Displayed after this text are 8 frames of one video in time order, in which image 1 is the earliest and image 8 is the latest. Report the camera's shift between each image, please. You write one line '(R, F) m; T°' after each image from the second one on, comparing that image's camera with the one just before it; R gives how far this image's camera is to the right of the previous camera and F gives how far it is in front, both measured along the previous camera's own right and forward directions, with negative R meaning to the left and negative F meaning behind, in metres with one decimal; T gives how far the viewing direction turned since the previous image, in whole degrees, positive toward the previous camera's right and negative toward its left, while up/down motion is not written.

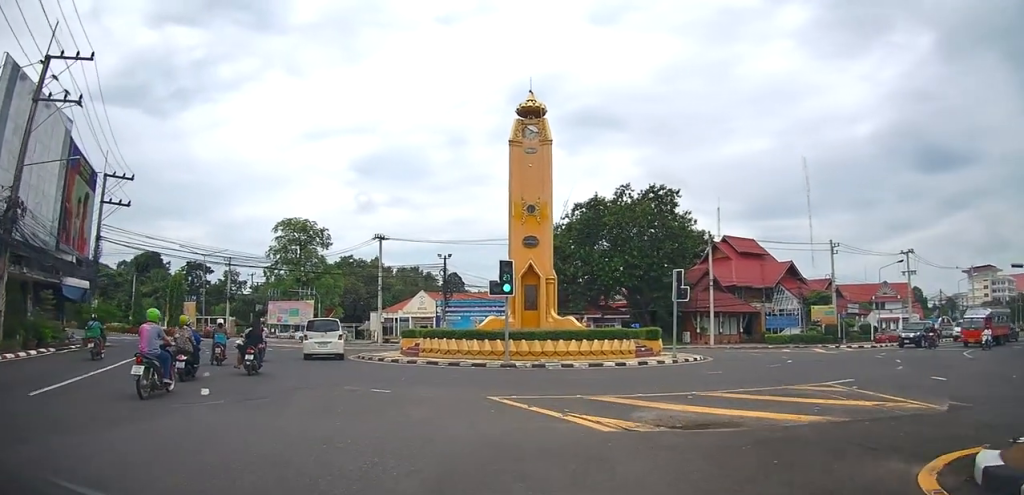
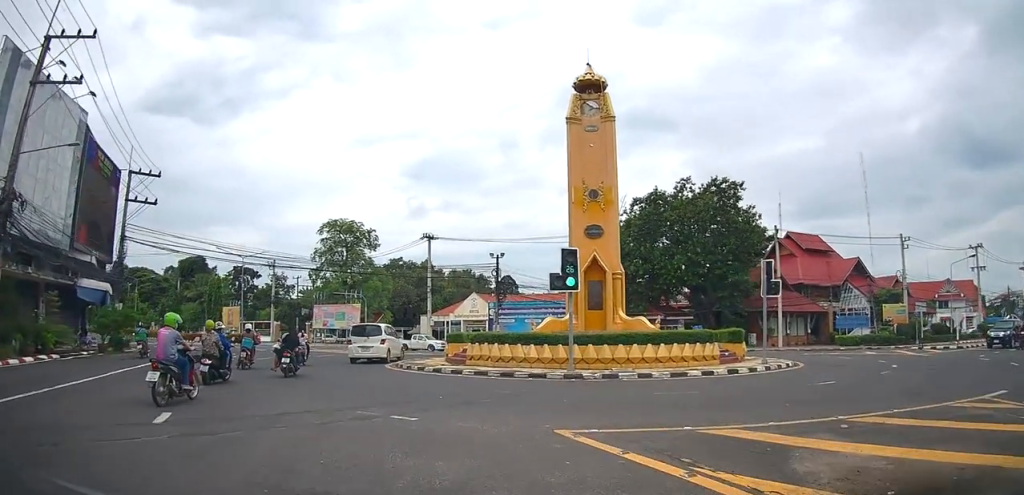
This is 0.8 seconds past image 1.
(-0.3, +3.4) m; -9°
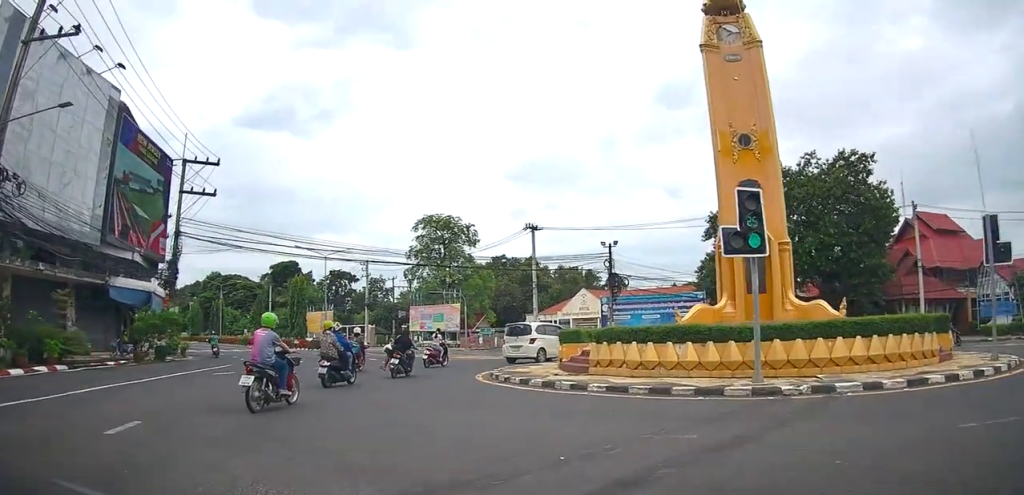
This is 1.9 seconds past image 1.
(-0.5, +5.8) m; -6°
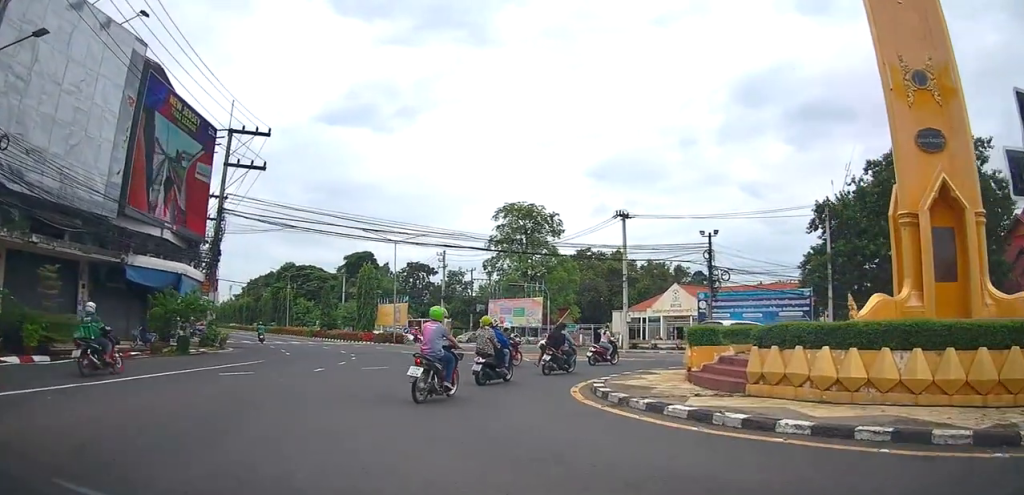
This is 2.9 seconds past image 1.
(0.0, +5.0) m; -3°
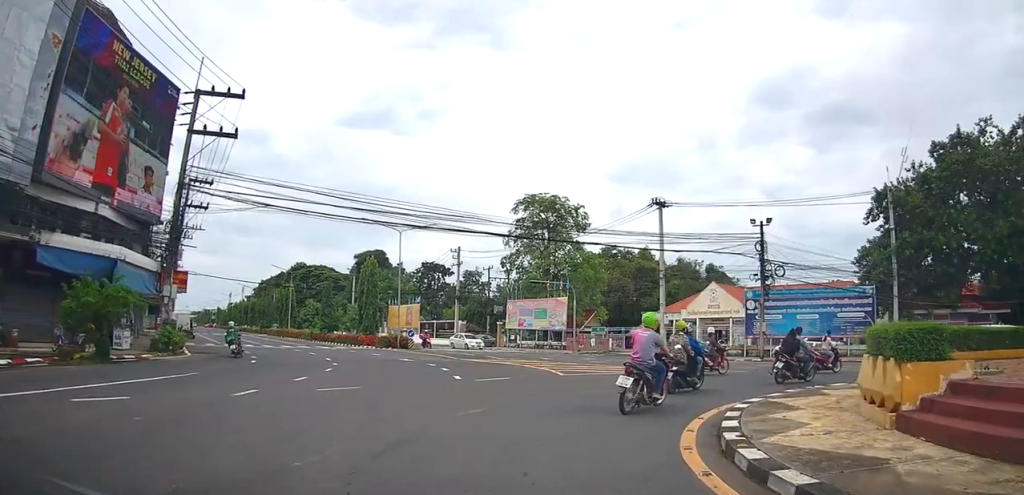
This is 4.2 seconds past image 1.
(-0.6, +6.3) m; -6°
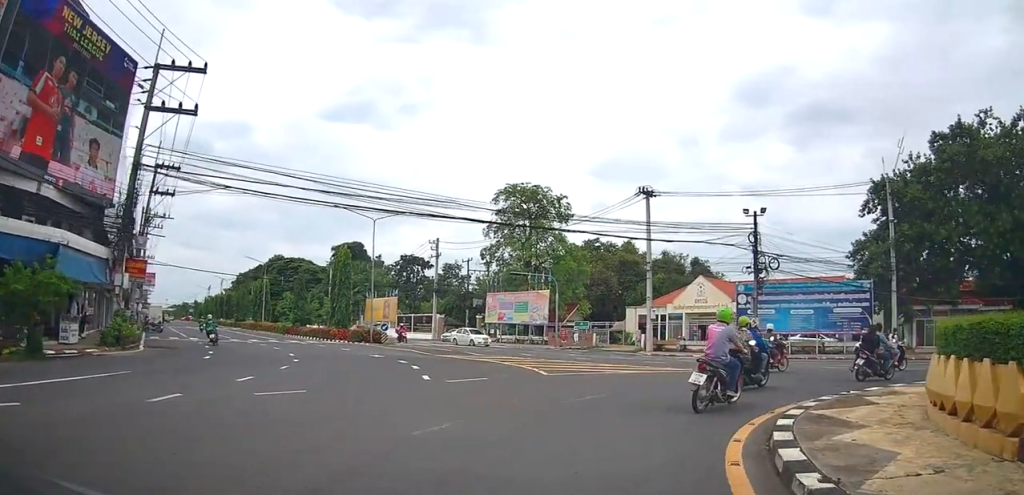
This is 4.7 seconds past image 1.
(-0.3, +2.2) m; +2°
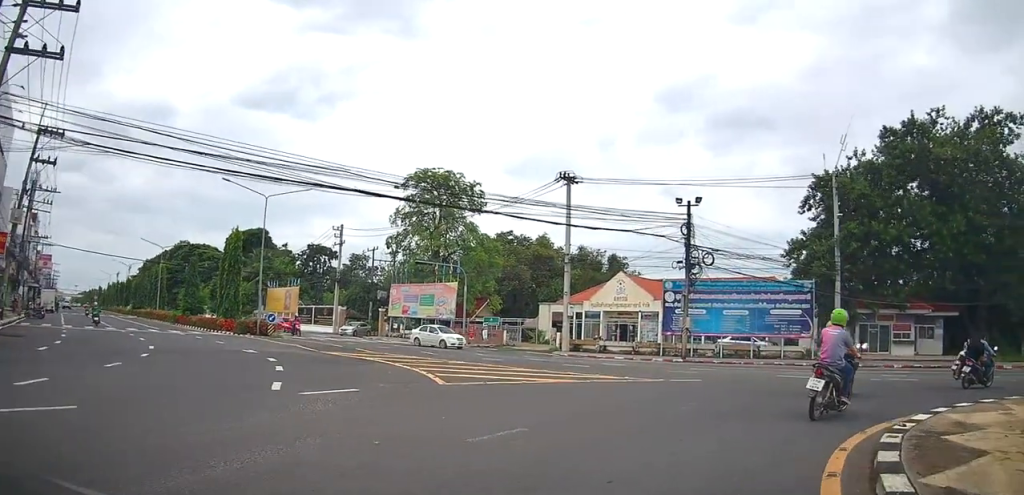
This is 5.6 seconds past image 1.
(+0.5, +4.0) m; +17°
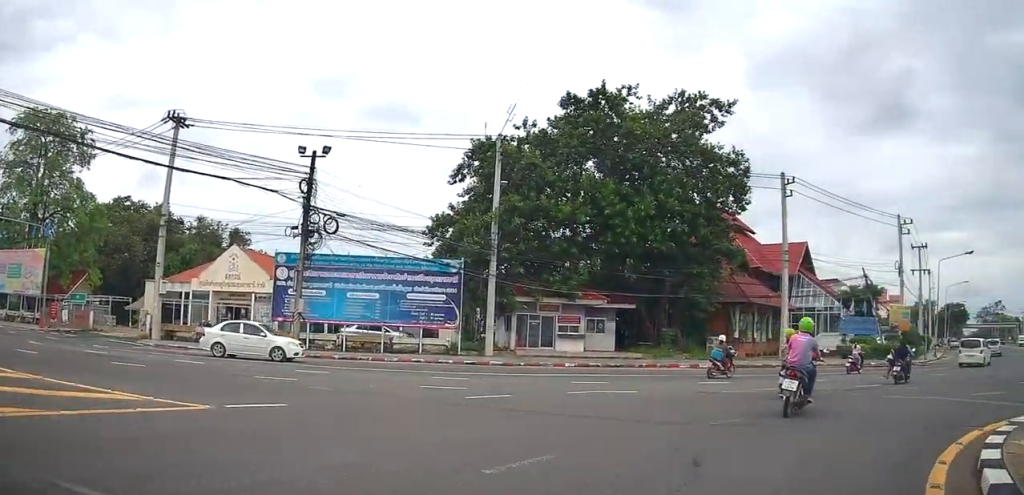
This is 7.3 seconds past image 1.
(+2.2, +7.1) m; +38°
